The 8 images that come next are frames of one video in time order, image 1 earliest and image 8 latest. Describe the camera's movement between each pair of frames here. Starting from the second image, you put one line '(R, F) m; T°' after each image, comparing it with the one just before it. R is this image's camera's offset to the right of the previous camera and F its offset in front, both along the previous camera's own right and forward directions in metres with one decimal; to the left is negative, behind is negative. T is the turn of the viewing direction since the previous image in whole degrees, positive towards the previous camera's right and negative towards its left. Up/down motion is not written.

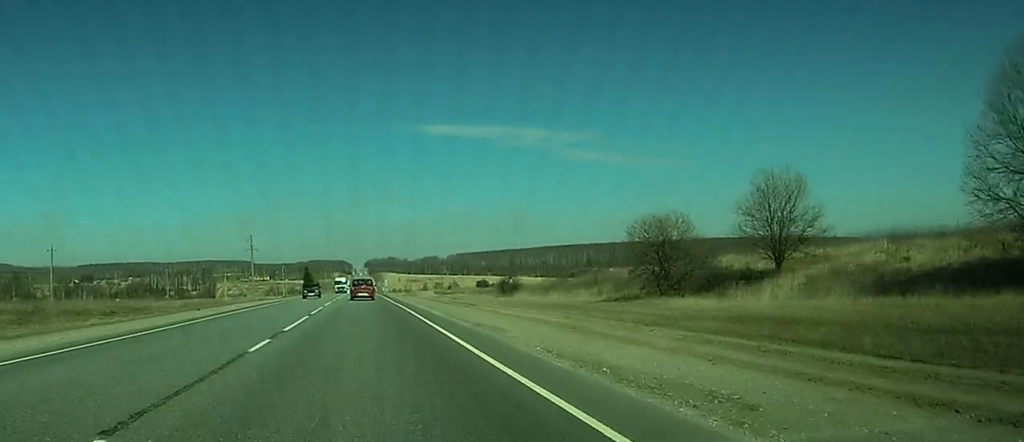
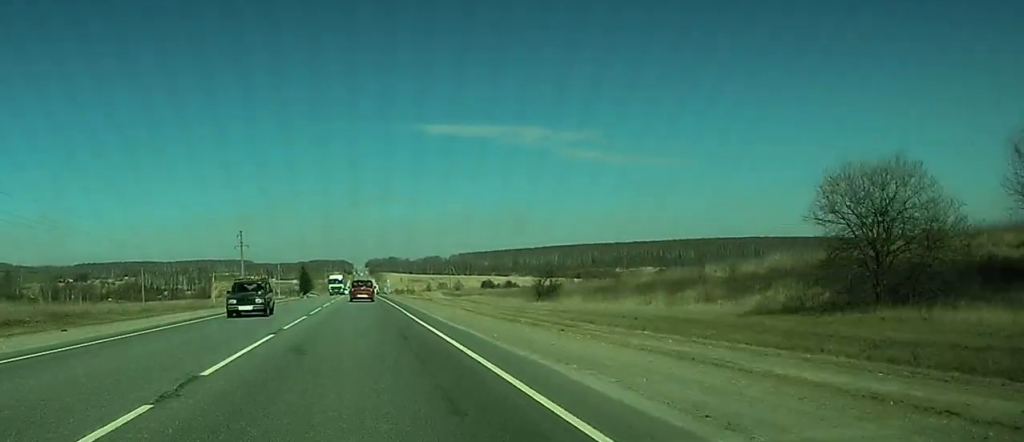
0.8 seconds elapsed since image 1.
(+0.2, +23.2) m; +1°
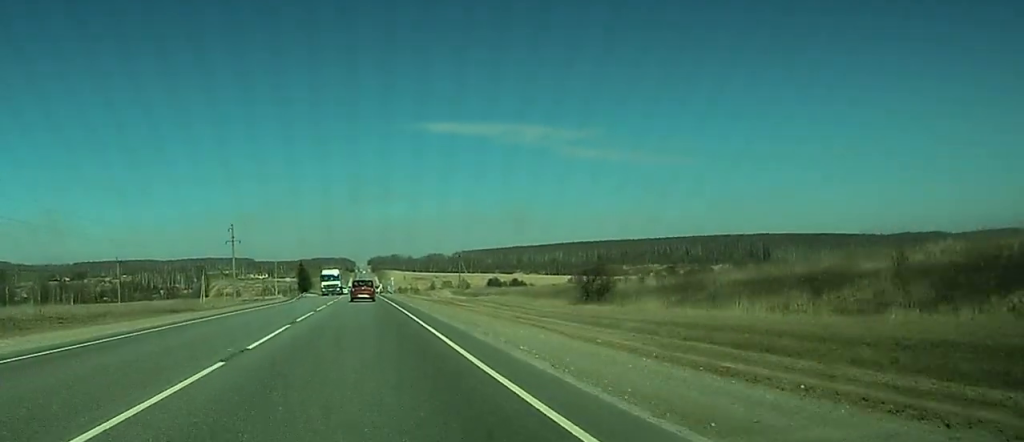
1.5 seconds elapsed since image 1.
(0.0, +19.7) m; +1°
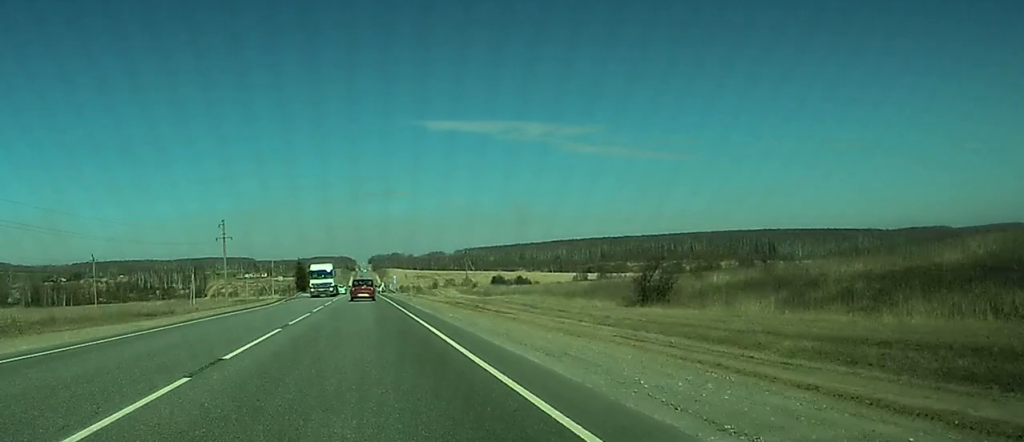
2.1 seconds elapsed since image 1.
(+0.1, +15.1) m; +1°
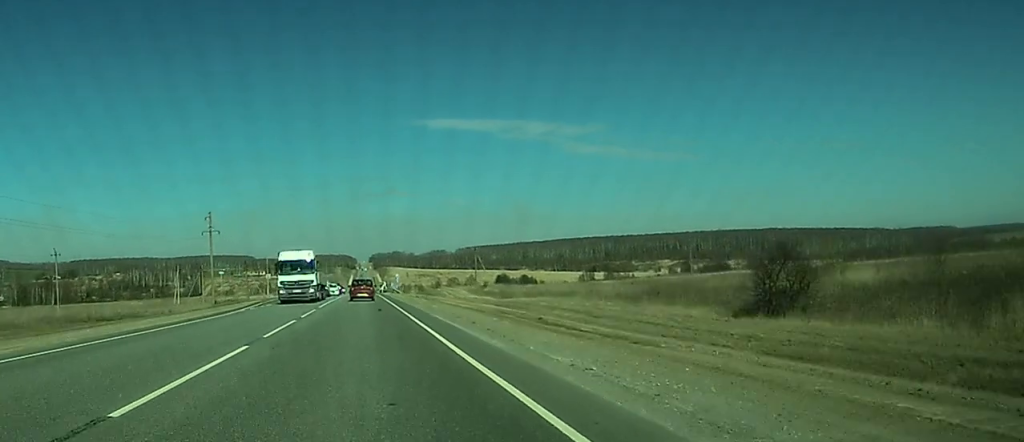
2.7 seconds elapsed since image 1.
(+0.1, +18.8) m; 0°
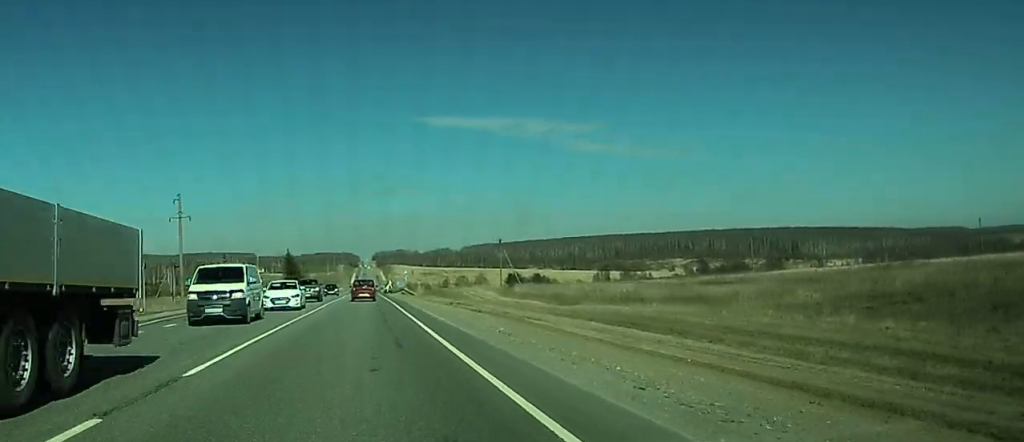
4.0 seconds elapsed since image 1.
(+0.1, +34.7) m; 0°
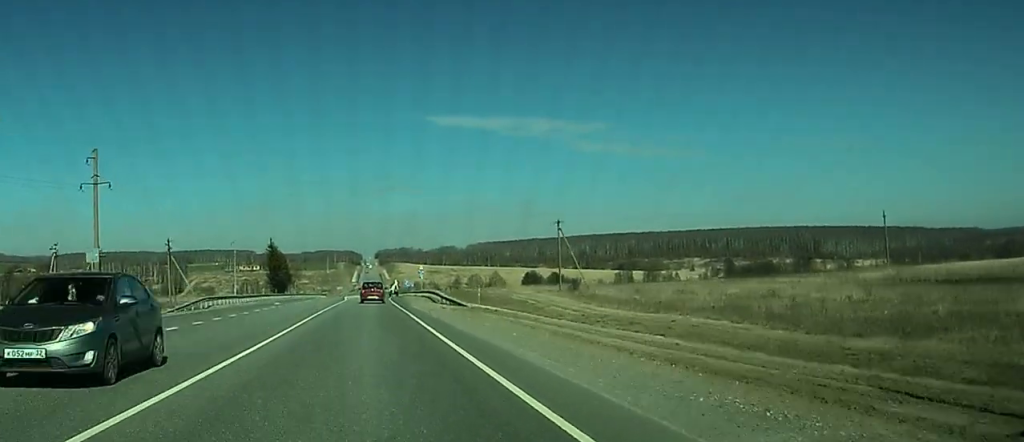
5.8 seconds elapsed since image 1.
(-0.5, +51.0) m; -1°
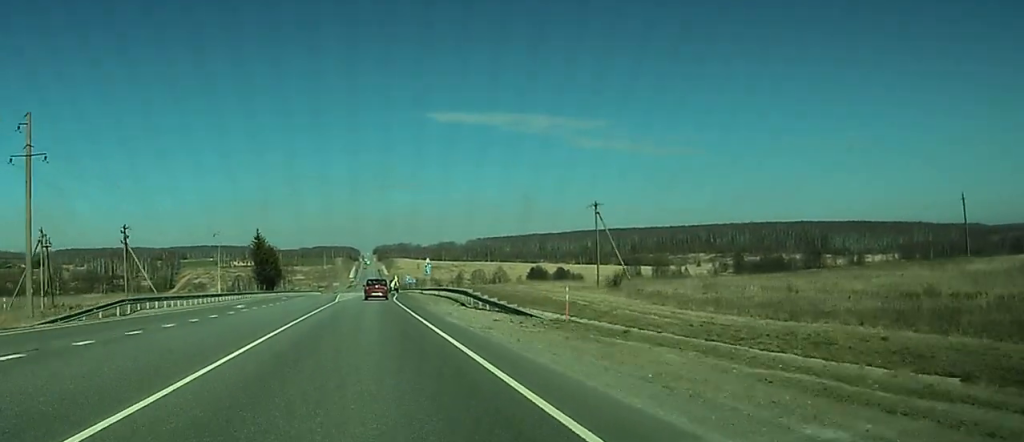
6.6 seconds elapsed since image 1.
(0.0, +21.1) m; 0°
